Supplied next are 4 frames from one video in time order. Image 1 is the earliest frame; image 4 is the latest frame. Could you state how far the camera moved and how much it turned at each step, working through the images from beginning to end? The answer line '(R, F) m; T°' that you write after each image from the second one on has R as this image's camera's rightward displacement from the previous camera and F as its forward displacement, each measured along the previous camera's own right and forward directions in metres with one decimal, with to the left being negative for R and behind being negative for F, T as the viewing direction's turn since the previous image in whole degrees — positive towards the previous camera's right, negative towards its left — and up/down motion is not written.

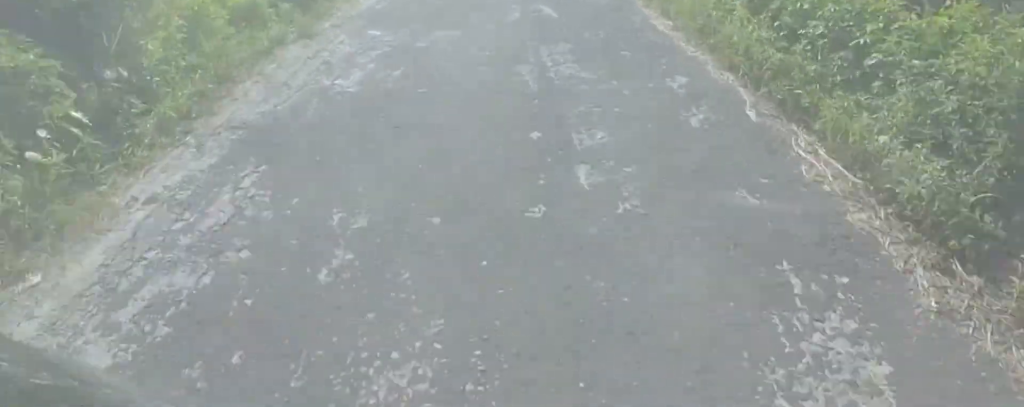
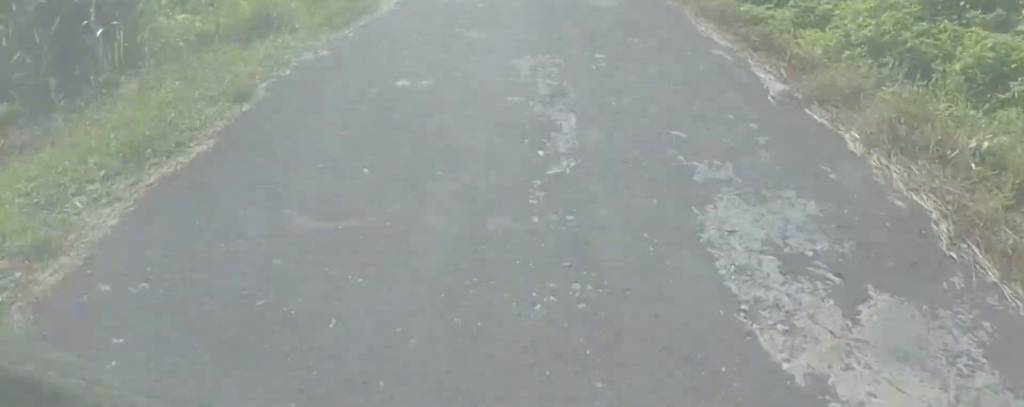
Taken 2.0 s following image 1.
(+1.5, +21.8) m; +1°
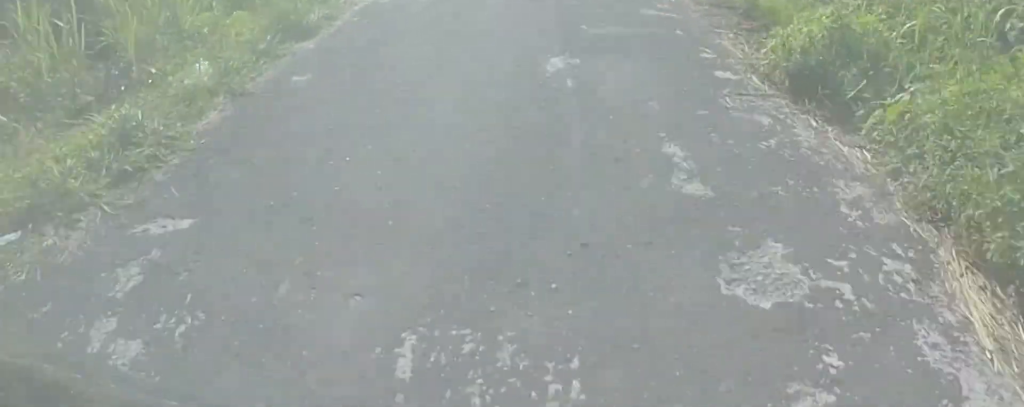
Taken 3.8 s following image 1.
(-0.6, +20.0) m; +2°
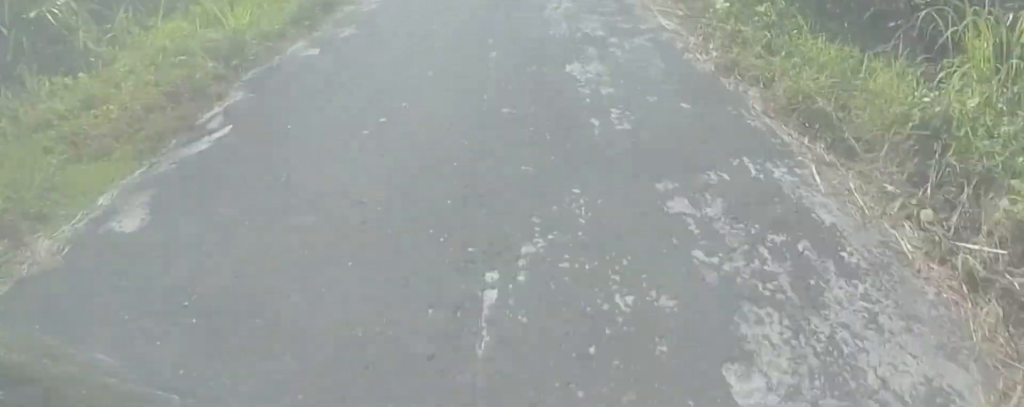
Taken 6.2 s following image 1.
(+1.2, +27.6) m; -3°
